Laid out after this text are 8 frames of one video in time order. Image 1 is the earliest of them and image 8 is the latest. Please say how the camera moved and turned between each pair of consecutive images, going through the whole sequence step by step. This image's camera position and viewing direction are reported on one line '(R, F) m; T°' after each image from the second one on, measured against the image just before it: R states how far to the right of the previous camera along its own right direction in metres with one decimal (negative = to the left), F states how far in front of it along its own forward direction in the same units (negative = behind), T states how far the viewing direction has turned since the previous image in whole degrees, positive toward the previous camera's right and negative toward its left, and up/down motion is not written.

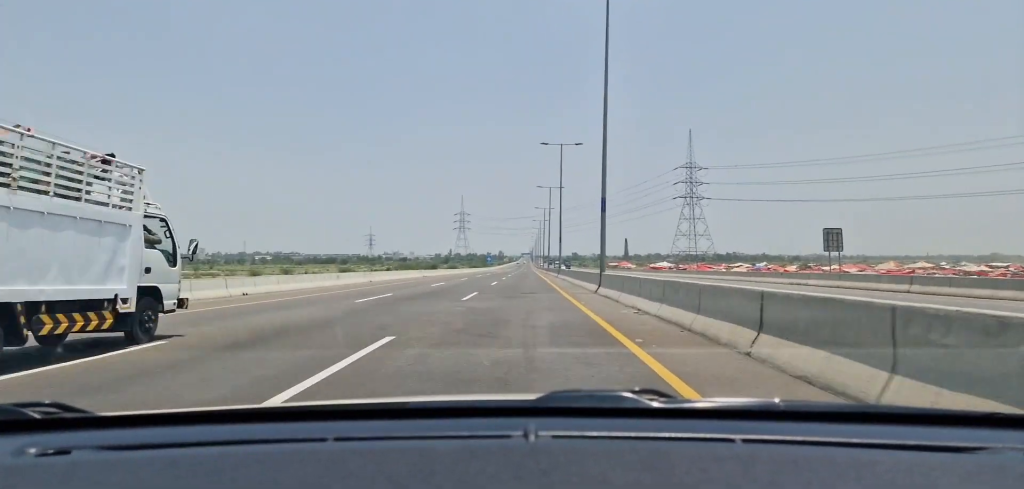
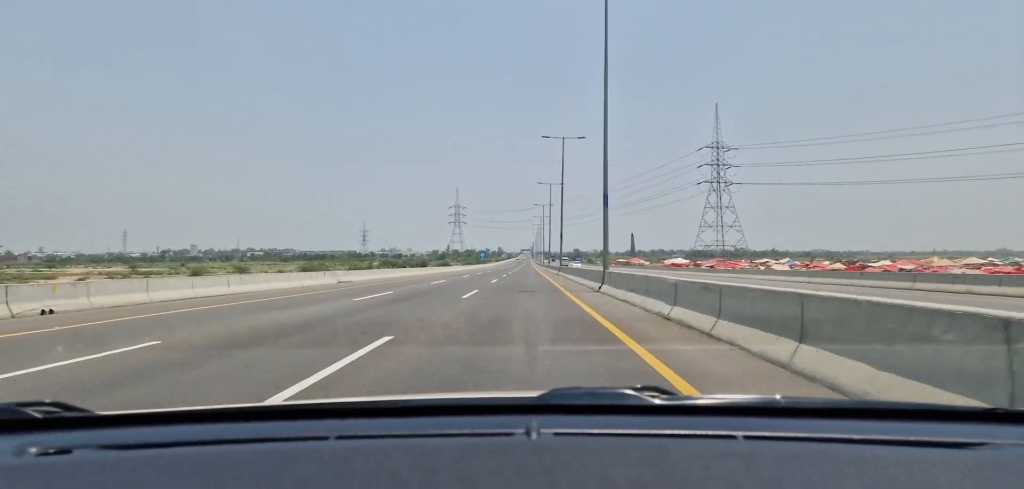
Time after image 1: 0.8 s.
(+0.3, +35.7) m; +1°
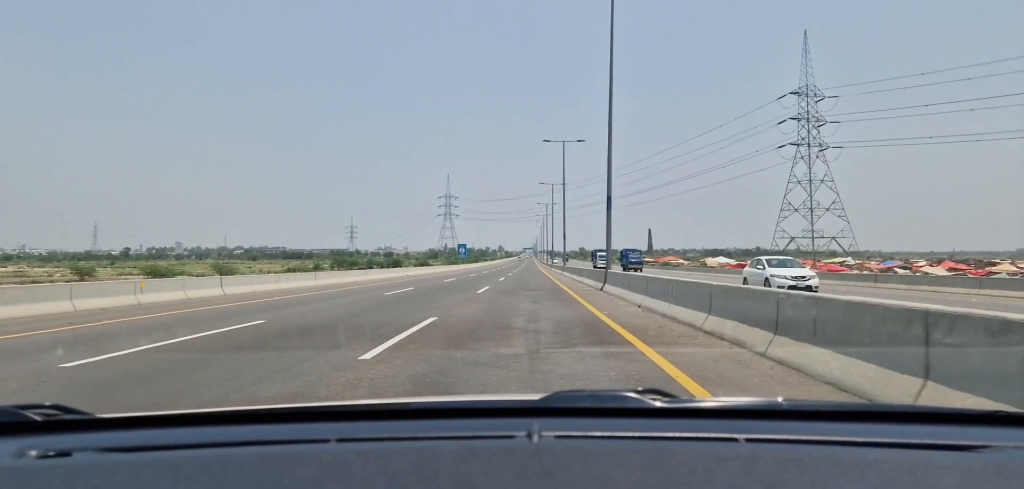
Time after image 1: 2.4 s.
(0.0, +68.9) m; 0°
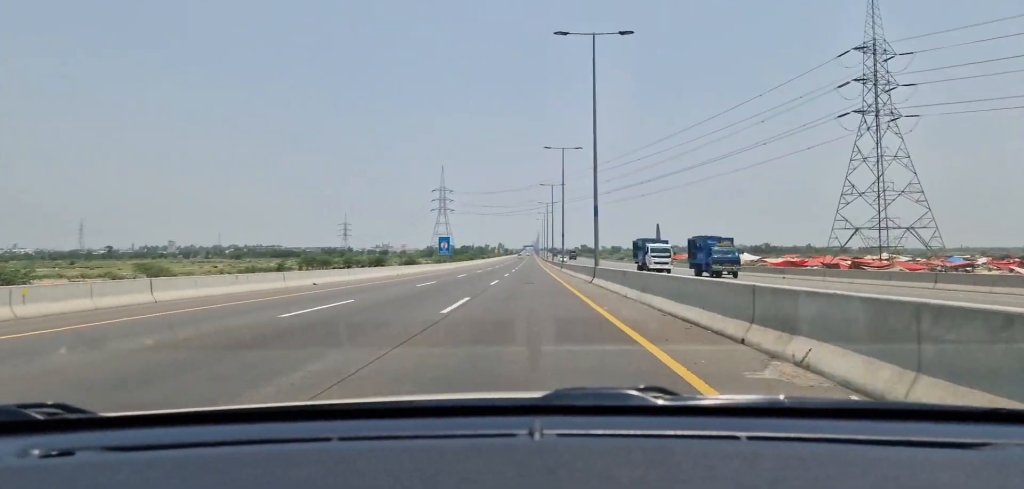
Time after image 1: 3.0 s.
(-0.4, +29.3) m; 0°
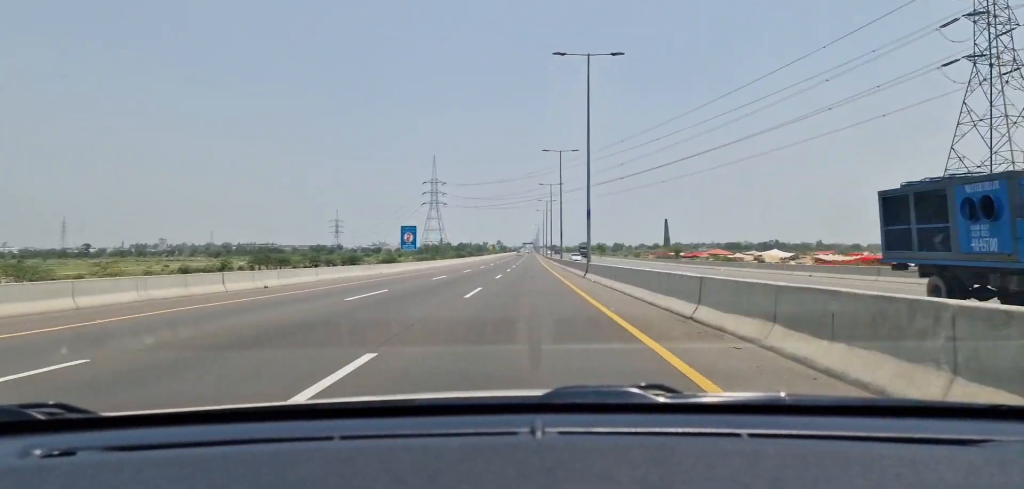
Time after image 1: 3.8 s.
(+0.3, +31.6) m; 0°
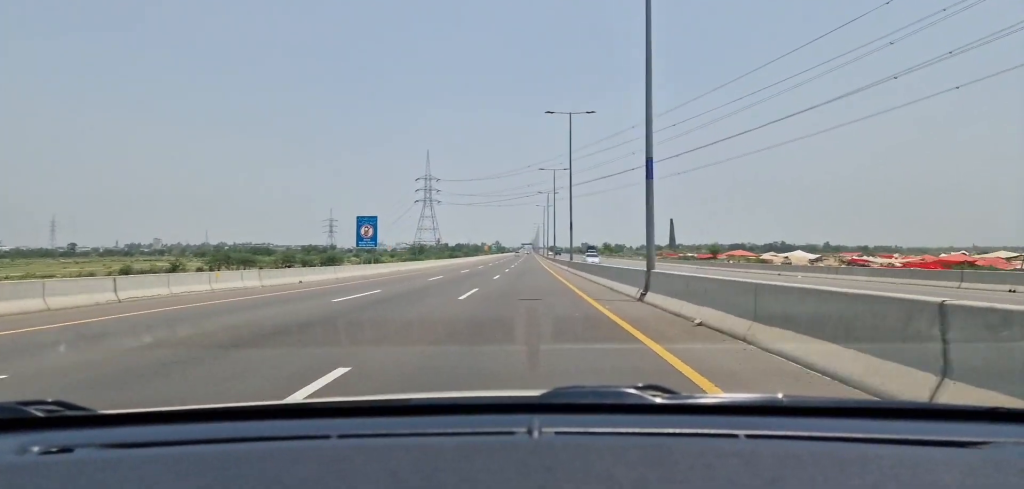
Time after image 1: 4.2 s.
(+0.1, +18.4) m; 0°
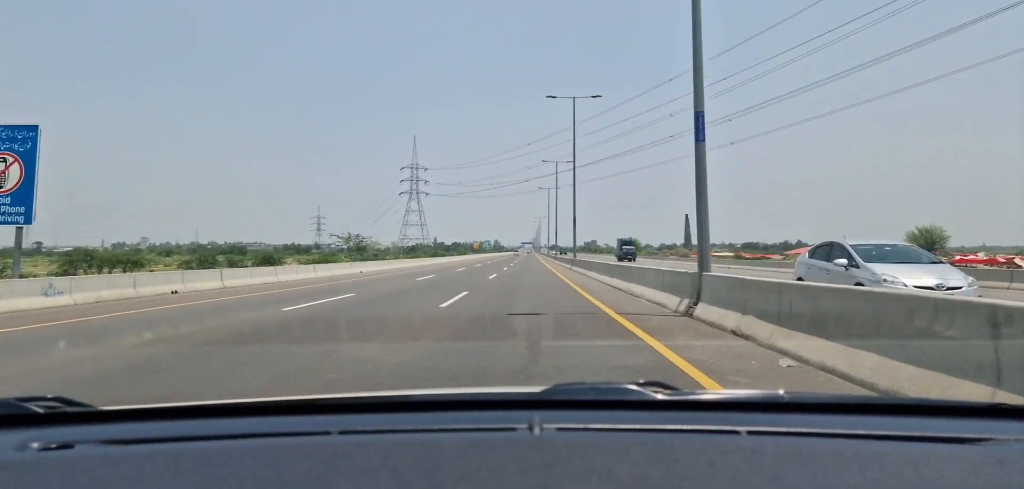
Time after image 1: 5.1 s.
(0.0, +39.8) m; -1°
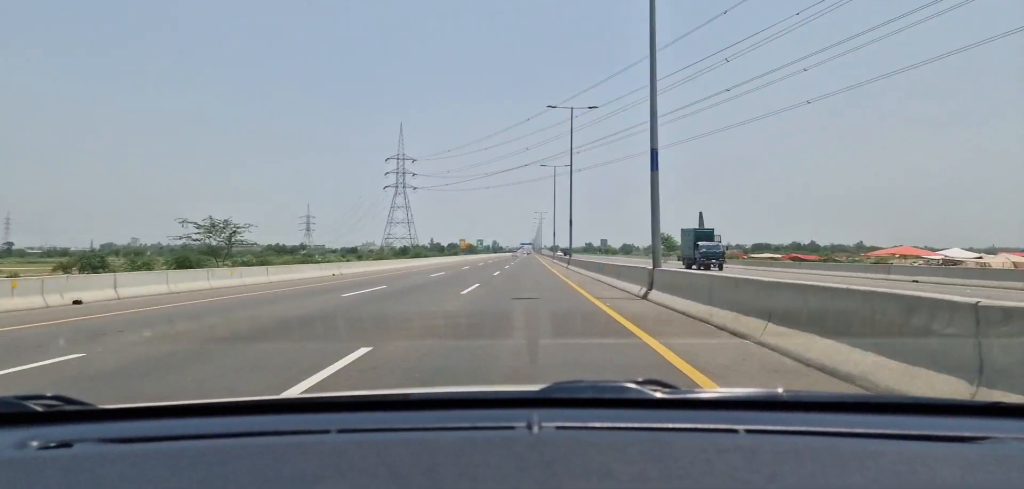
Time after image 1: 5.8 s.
(-0.3, +31.7) m; 0°
